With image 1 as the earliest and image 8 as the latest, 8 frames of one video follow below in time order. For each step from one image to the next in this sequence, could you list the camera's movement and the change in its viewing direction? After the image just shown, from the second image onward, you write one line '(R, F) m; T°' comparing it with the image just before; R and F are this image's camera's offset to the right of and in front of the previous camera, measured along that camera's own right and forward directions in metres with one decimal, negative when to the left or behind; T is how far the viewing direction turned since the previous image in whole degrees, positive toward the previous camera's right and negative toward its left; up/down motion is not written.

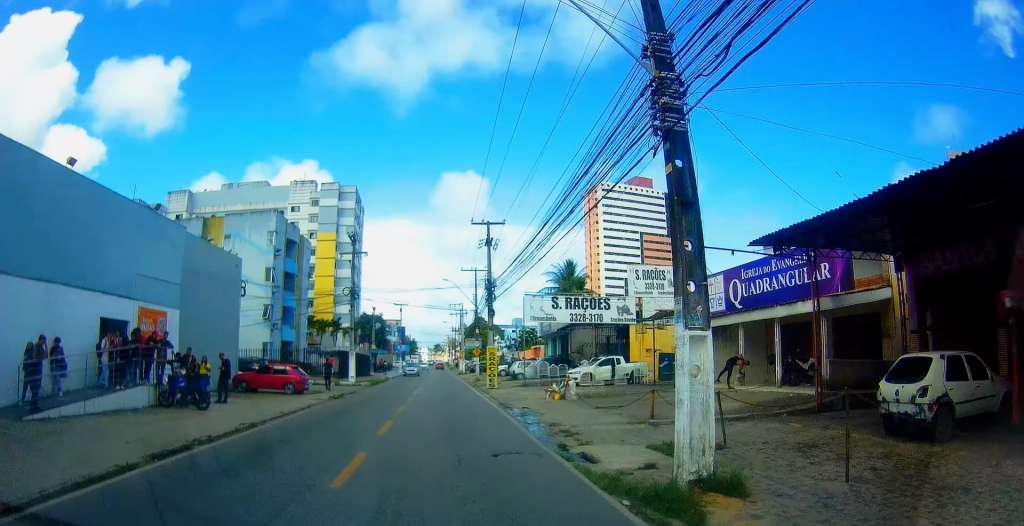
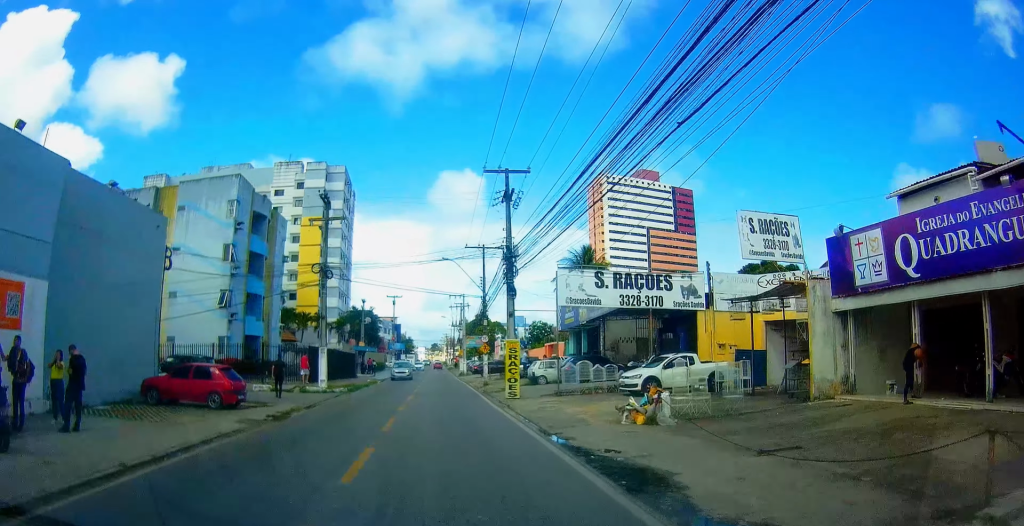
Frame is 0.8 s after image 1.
(0.0, +9.3) m; 0°
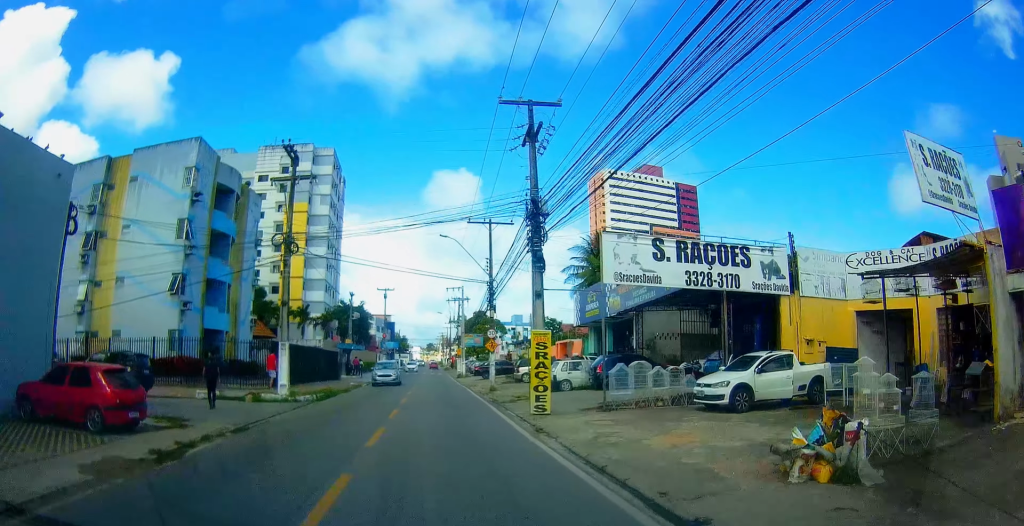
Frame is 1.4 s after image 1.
(0.0, +6.9) m; 0°
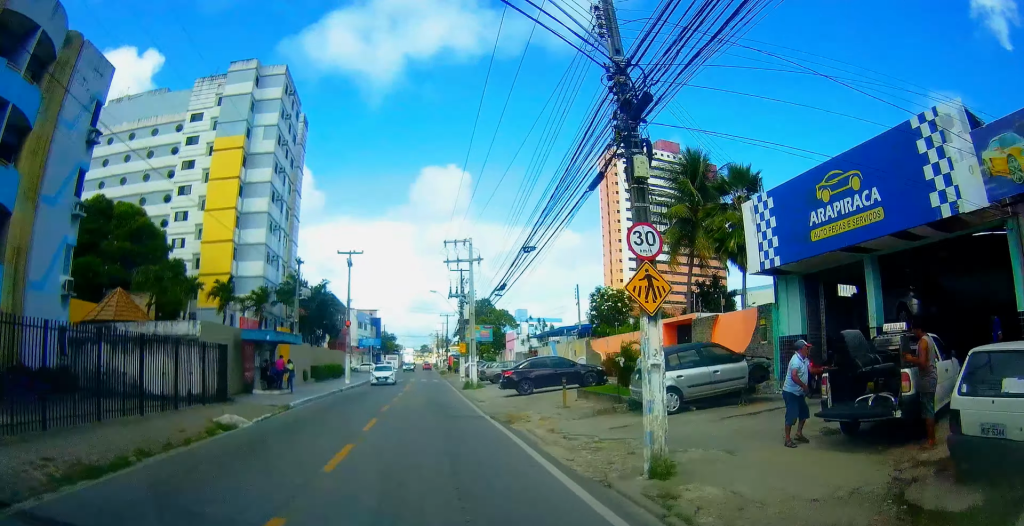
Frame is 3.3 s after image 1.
(-0.6, +22.6) m; -2°
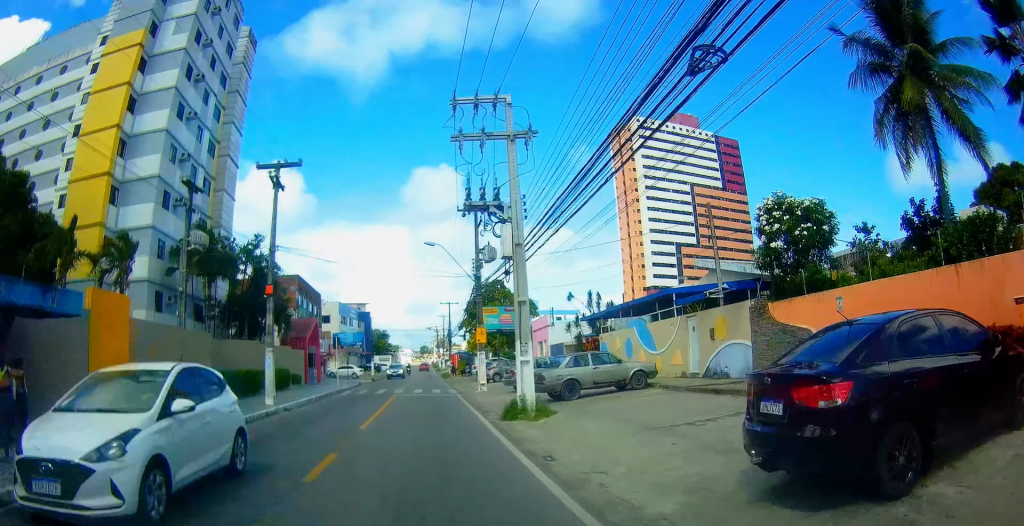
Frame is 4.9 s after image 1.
(+0.7, +19.6) m; +4°
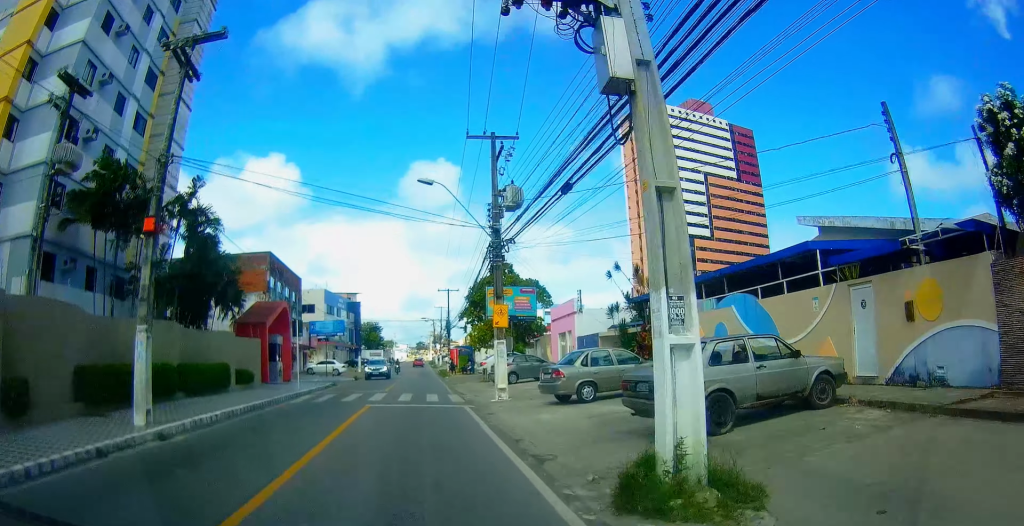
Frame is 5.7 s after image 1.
(+0.2, +9.7) m; 0°
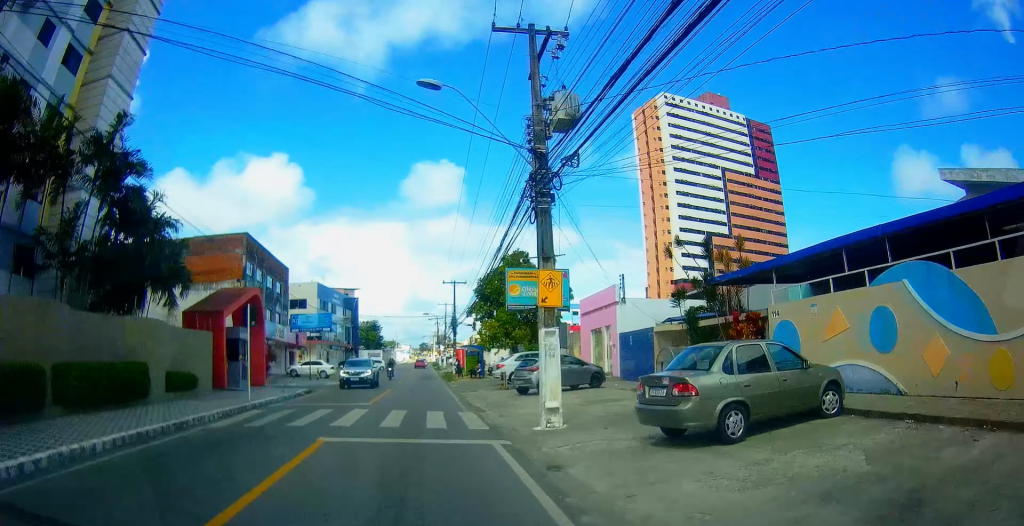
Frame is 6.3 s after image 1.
(-0.2, +7.8) m; -1°
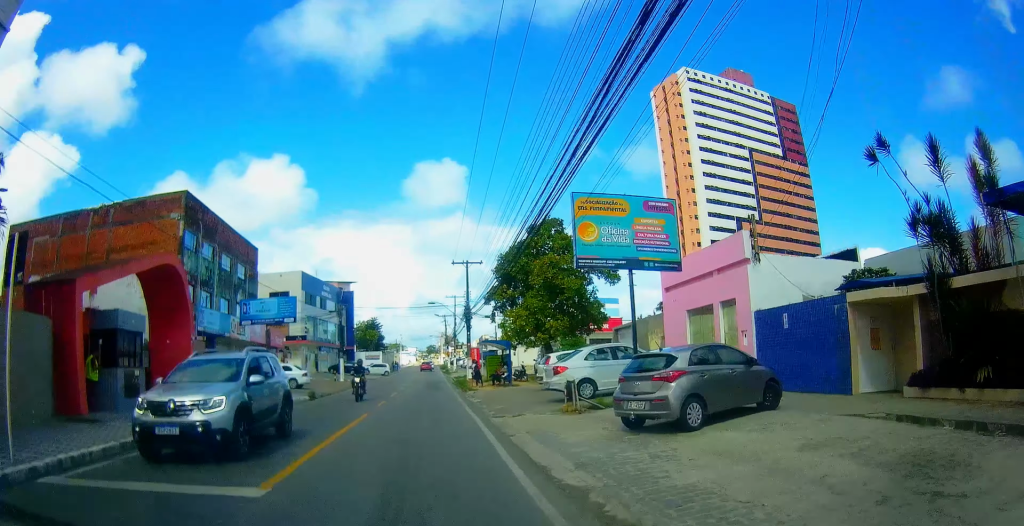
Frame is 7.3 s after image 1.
(-0.1, +12.6) m; +2°
